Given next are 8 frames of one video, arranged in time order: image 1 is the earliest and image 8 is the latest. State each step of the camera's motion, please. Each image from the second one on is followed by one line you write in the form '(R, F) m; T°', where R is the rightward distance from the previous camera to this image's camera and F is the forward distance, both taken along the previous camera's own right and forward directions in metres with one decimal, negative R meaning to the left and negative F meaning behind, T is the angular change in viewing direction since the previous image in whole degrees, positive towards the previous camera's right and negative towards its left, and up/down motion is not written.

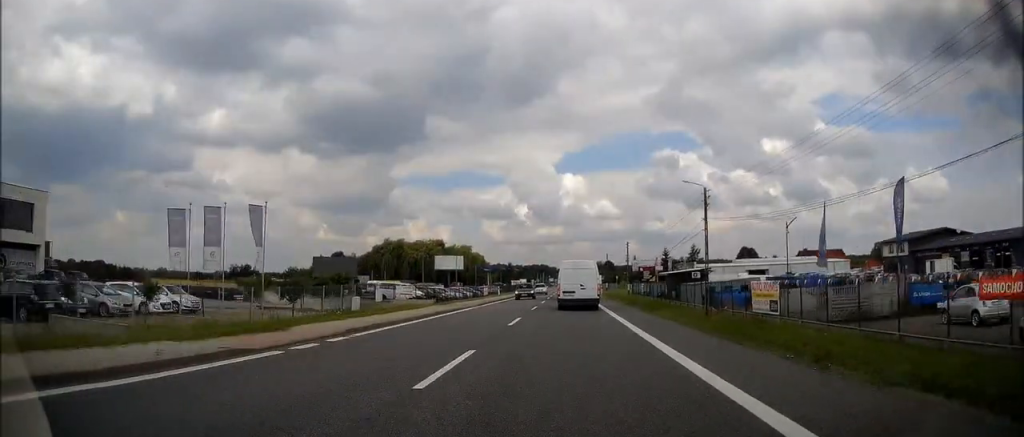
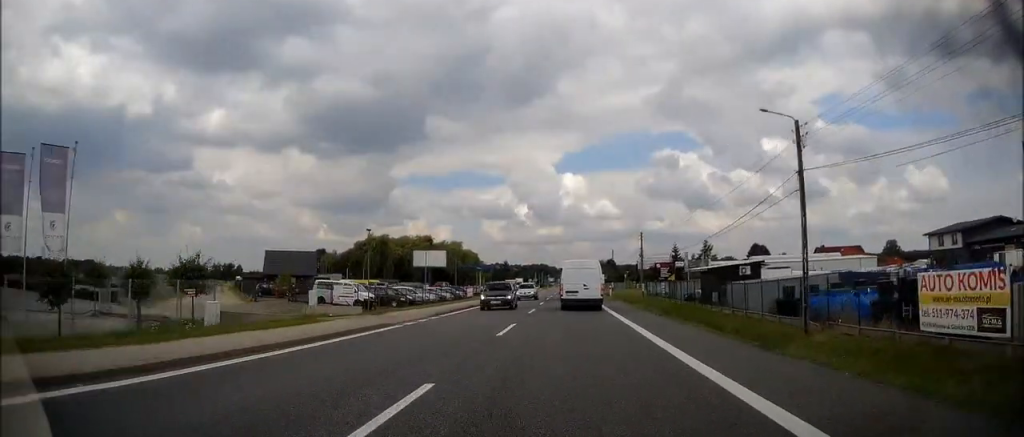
(-0.2, +14.9) m; 0°
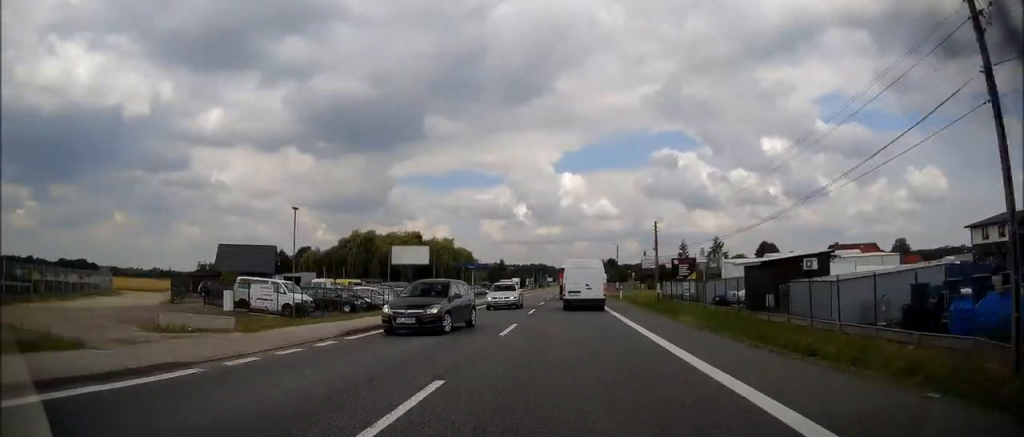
(-0.1, +11.3) m; 0°
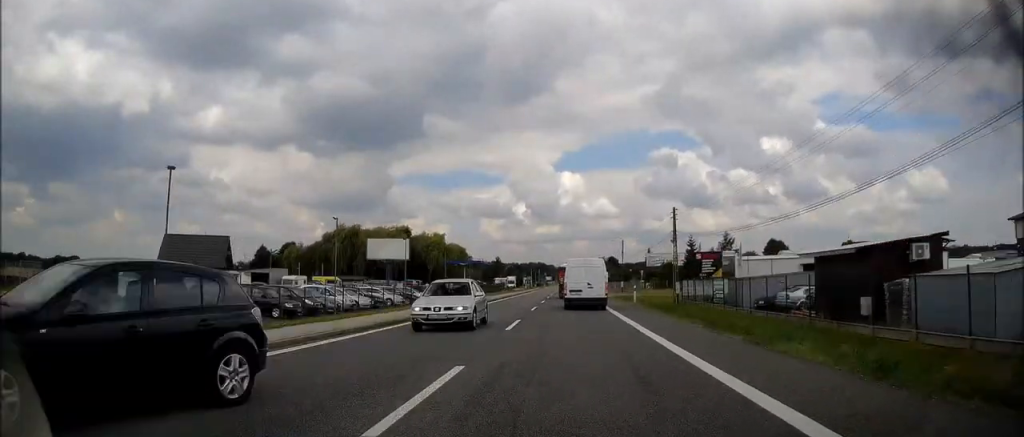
(+0.2, +10.2) m; 0°
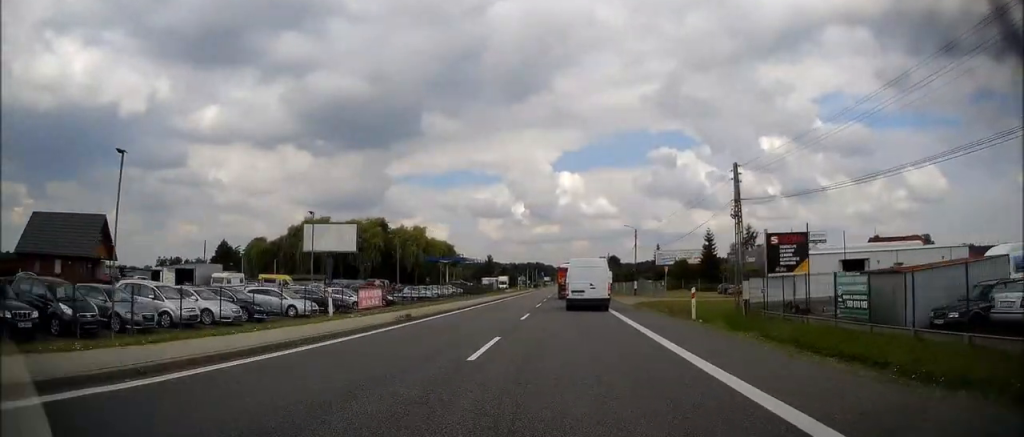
(-0.2, +17.9) m; 0°
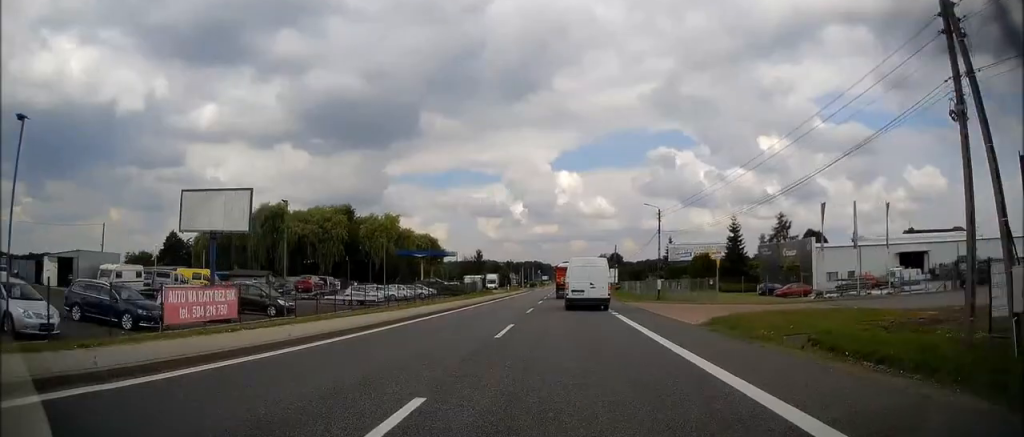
(+0.3, +19.1) m; 0°
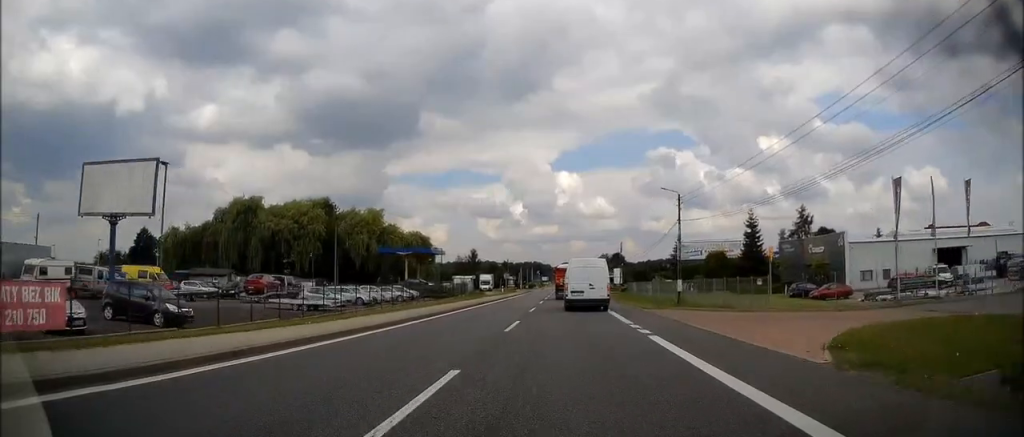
(-0.1, +9.5) m; 0°
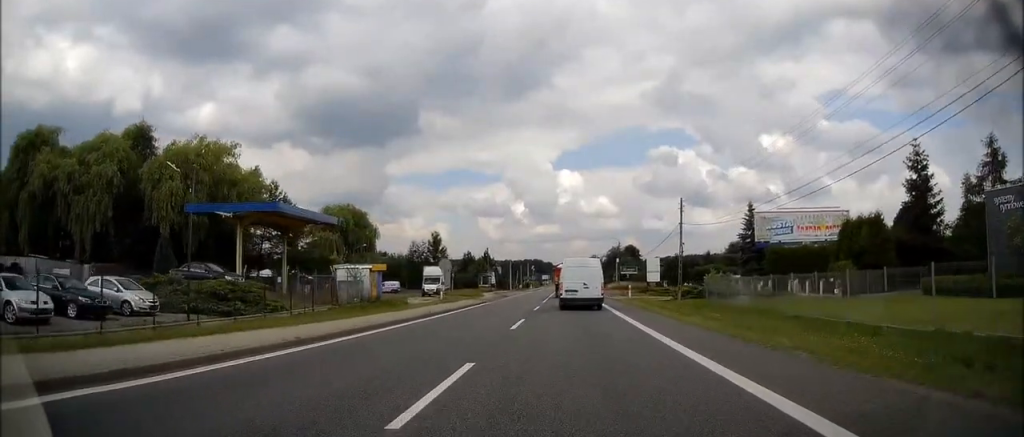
(+0.1, +45.9) m; -1°
